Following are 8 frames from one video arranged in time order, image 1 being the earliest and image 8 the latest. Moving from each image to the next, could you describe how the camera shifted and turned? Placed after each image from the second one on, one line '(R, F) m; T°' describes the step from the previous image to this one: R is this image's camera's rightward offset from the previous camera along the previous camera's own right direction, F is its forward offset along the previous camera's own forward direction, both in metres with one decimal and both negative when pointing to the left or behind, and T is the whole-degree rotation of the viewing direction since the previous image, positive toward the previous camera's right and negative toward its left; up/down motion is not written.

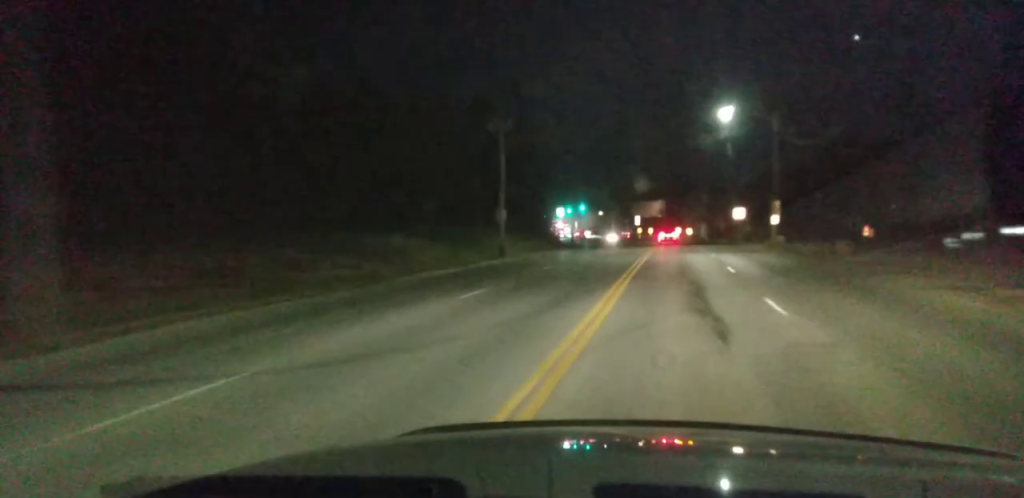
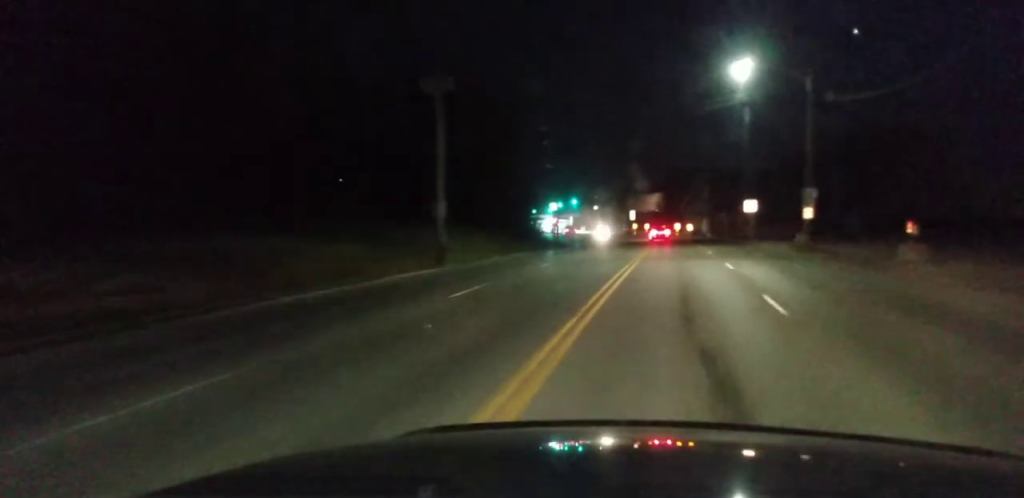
(-0.3, +11.4) m; -1°
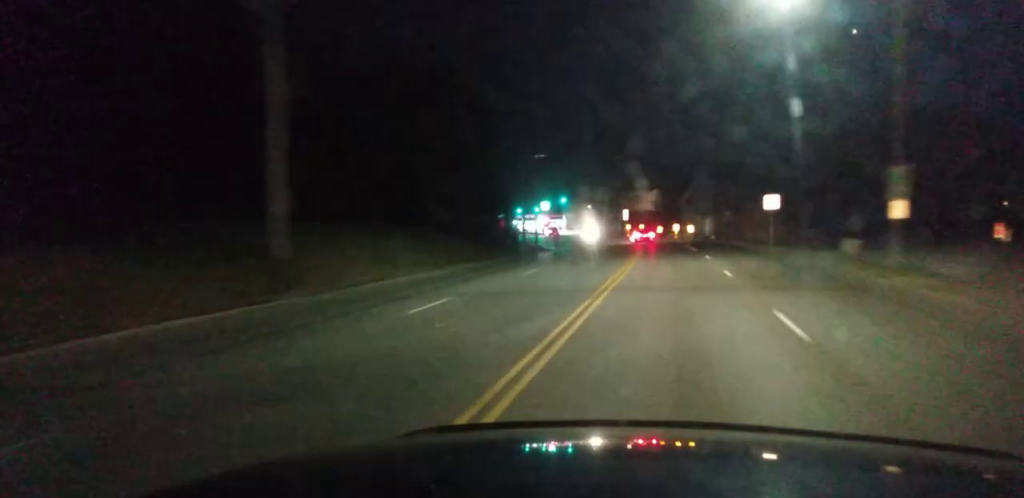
(0.0, +13.7) m; 0°
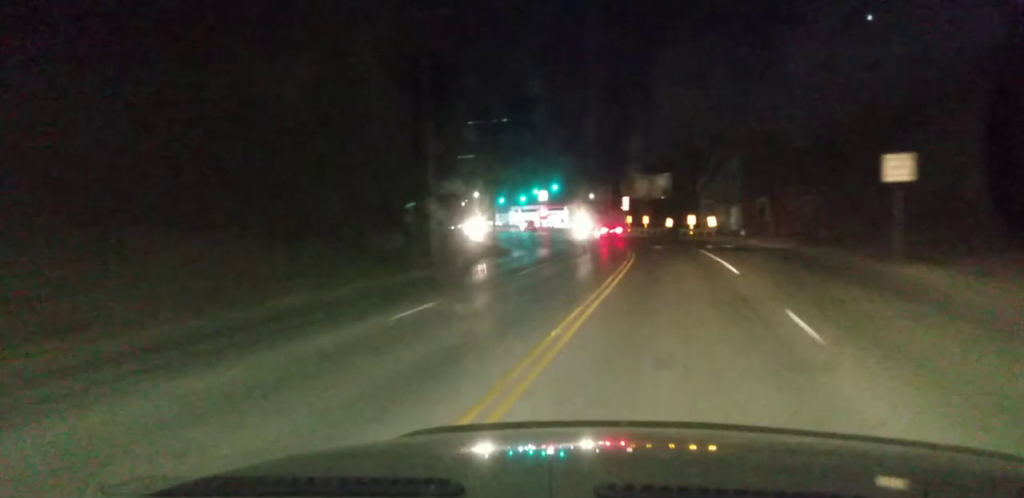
(+0.1, +23.3) m; 0°
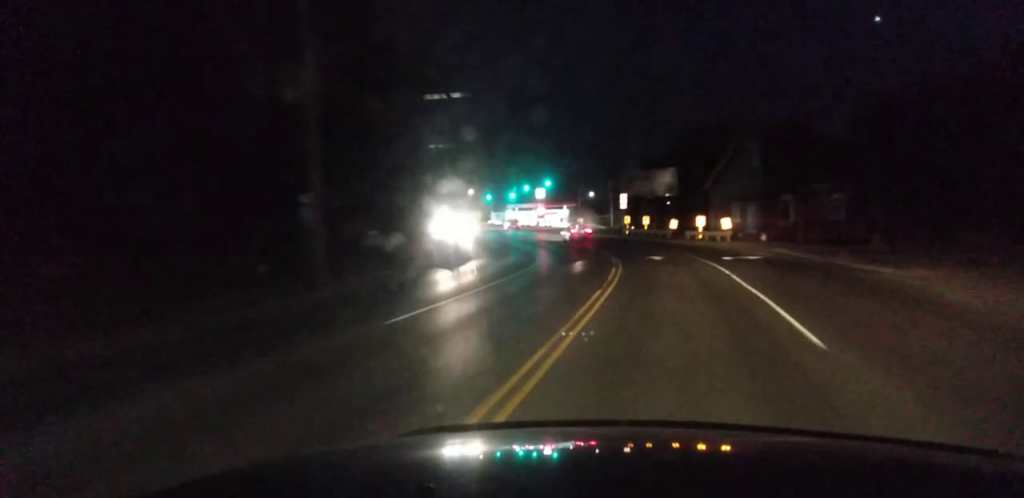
(0.0, +11.5) m; -1°
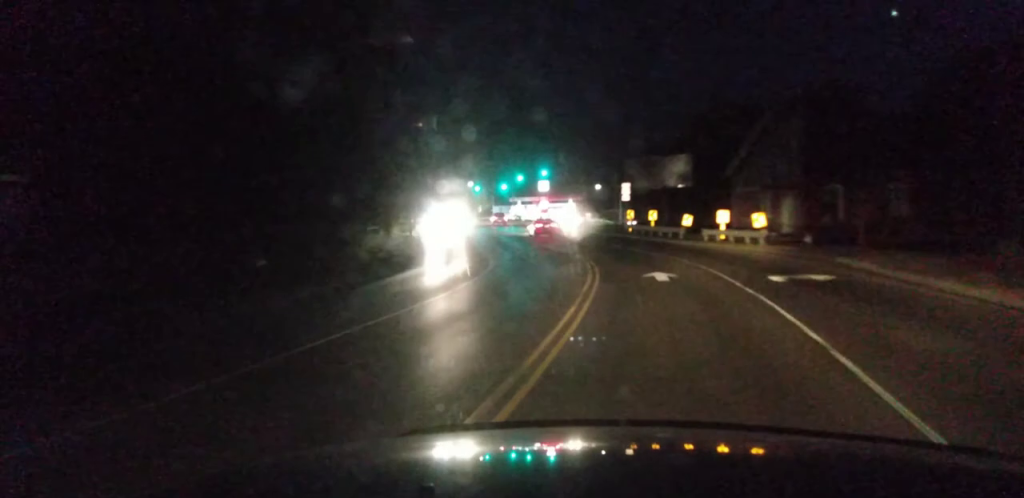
(-0.2, +12.6) m; -4°
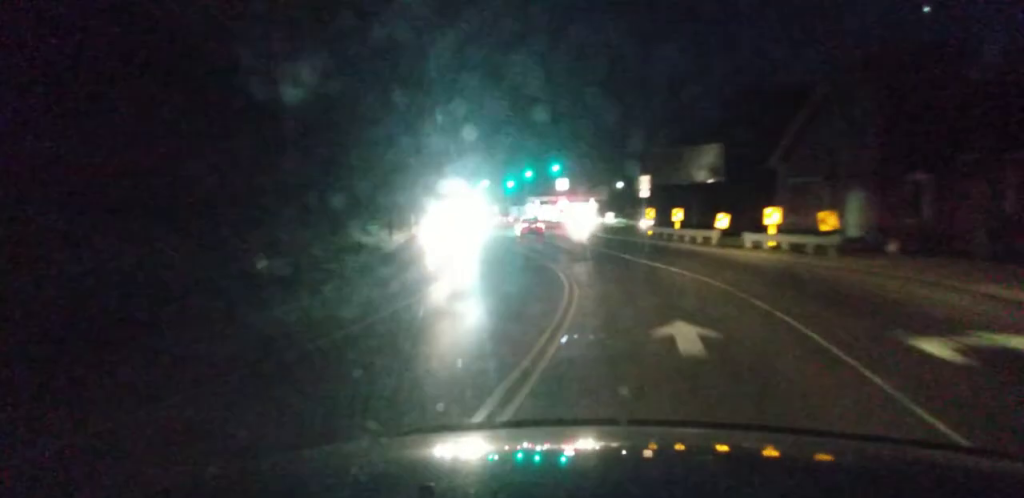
(-0.6, +11.3) m; -5°
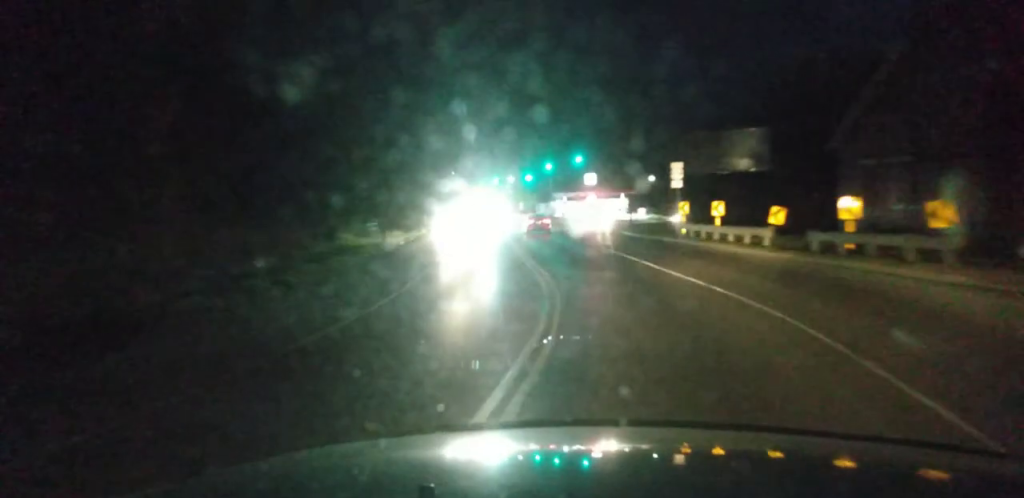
(-0.3, +7.2) m; -3°
